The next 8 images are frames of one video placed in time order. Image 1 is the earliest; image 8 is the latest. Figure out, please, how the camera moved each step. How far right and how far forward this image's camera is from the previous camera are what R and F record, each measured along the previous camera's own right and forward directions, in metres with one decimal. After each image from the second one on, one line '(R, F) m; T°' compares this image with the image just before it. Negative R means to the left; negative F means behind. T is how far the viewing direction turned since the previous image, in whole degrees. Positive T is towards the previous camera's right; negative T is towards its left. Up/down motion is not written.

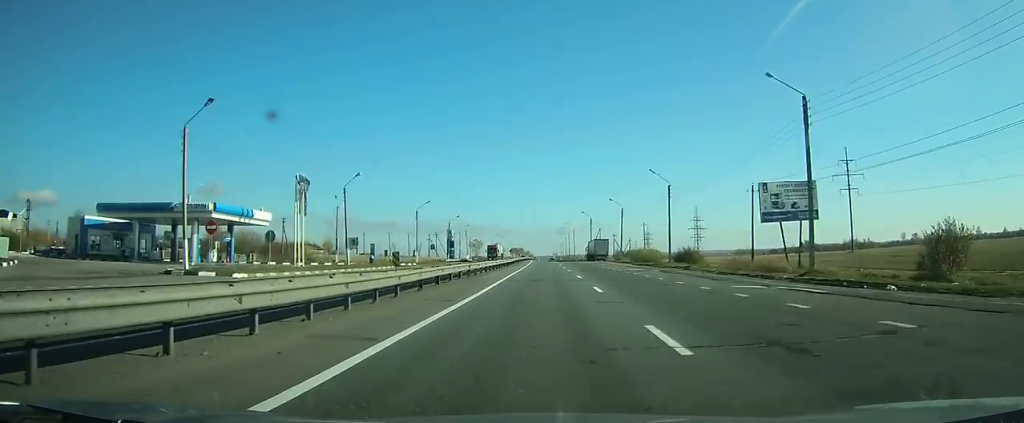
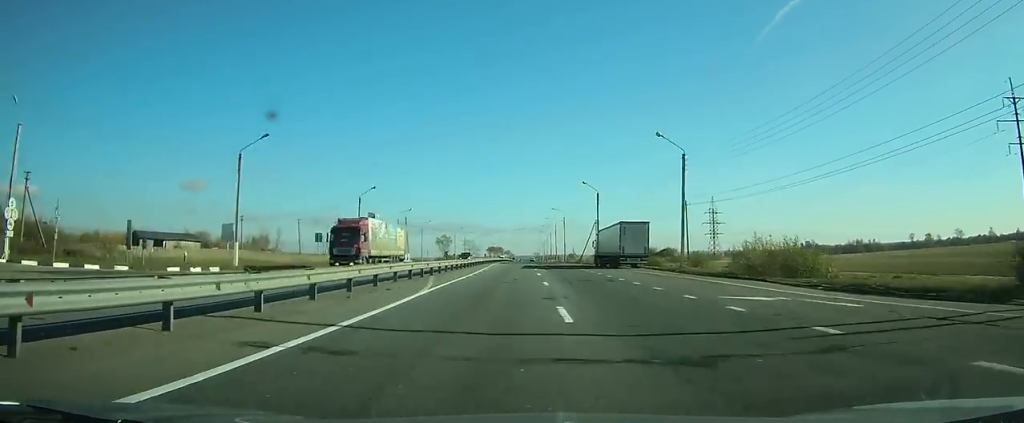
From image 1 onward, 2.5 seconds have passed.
(+0.3, +50.6) m; +1°
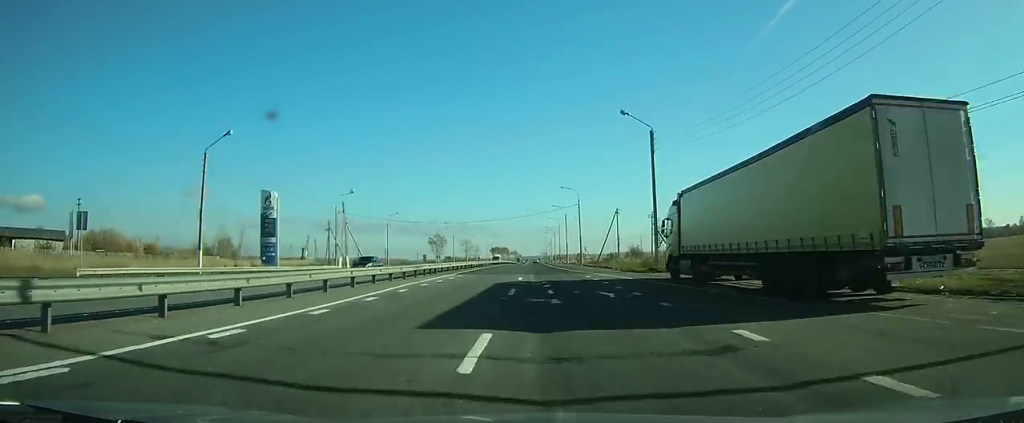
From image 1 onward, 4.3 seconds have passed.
(+0.1, +39.8) m; 0°
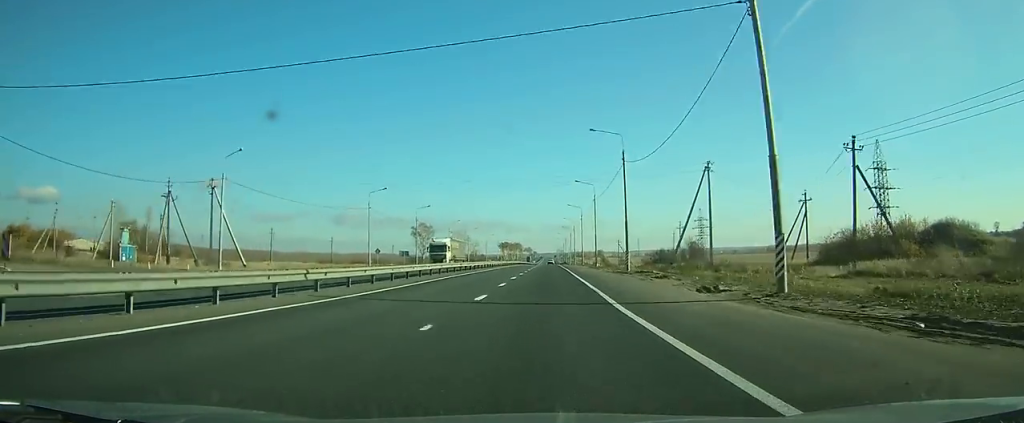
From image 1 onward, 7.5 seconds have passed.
(-0.6, +76.0) m; -1°
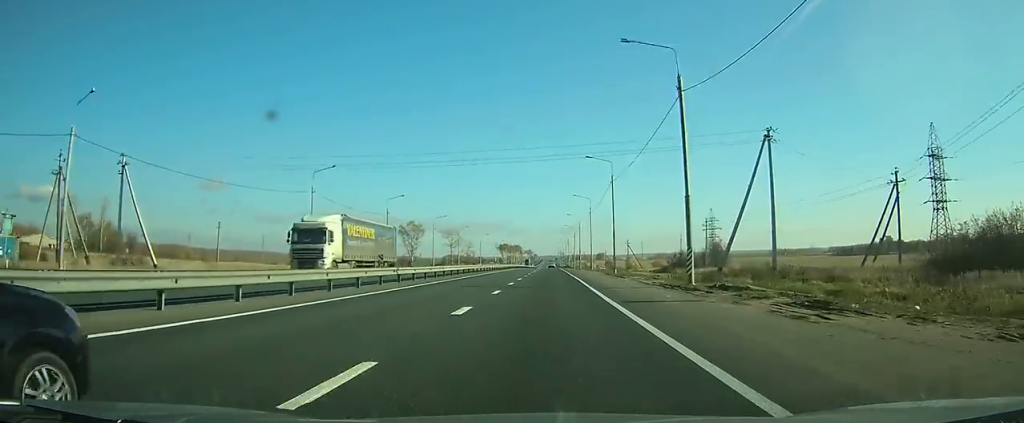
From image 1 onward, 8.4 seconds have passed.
(0.0, +22.3) m; 0°
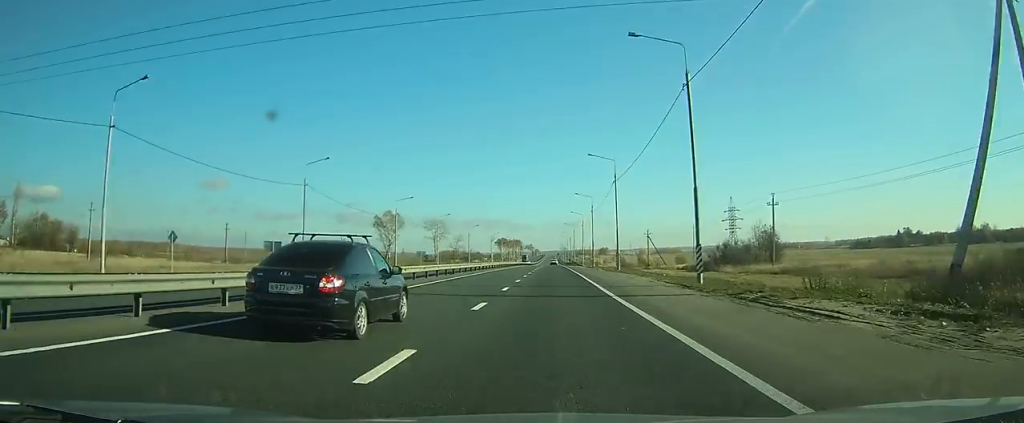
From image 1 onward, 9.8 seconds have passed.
(0.0, +33.0) m; 0°
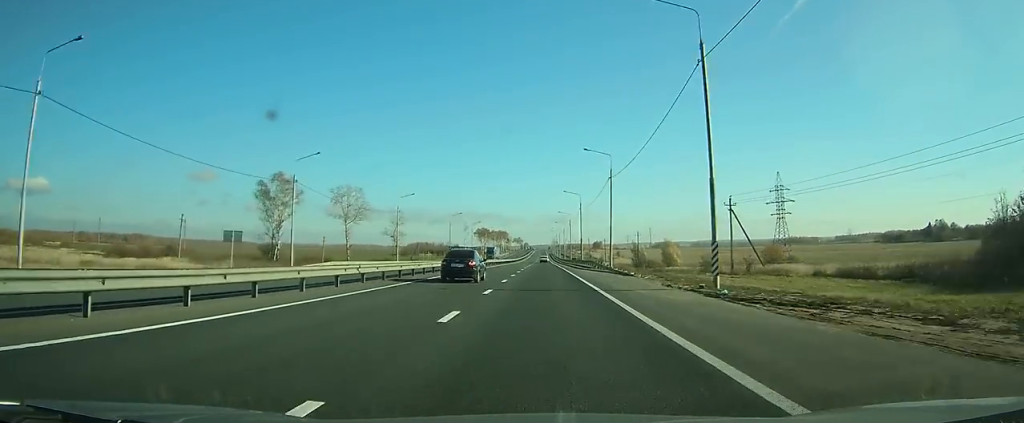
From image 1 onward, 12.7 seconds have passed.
(+0.1, +65.4) m; 0°
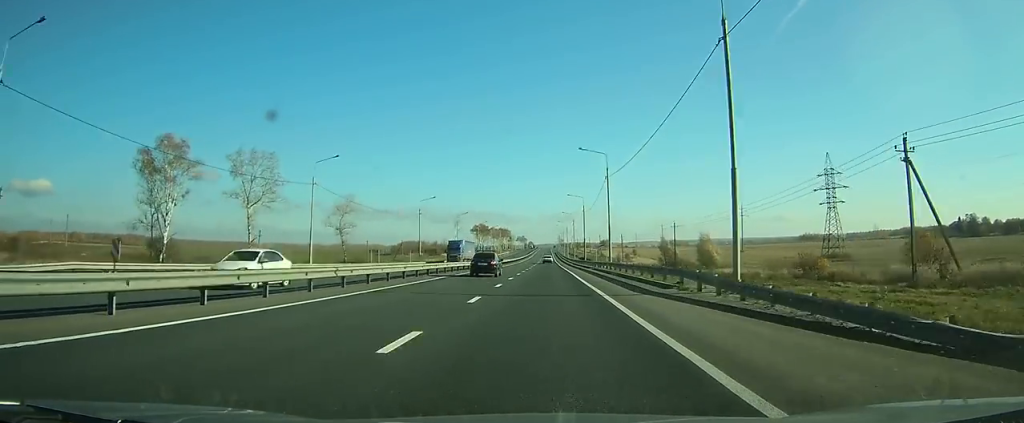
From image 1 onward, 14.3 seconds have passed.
(0.0, +34.8) m; 0°
